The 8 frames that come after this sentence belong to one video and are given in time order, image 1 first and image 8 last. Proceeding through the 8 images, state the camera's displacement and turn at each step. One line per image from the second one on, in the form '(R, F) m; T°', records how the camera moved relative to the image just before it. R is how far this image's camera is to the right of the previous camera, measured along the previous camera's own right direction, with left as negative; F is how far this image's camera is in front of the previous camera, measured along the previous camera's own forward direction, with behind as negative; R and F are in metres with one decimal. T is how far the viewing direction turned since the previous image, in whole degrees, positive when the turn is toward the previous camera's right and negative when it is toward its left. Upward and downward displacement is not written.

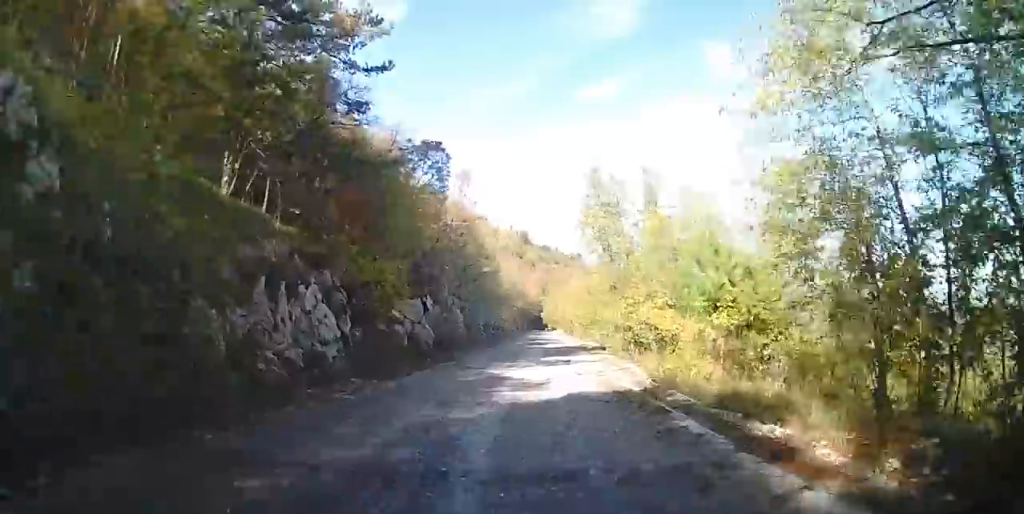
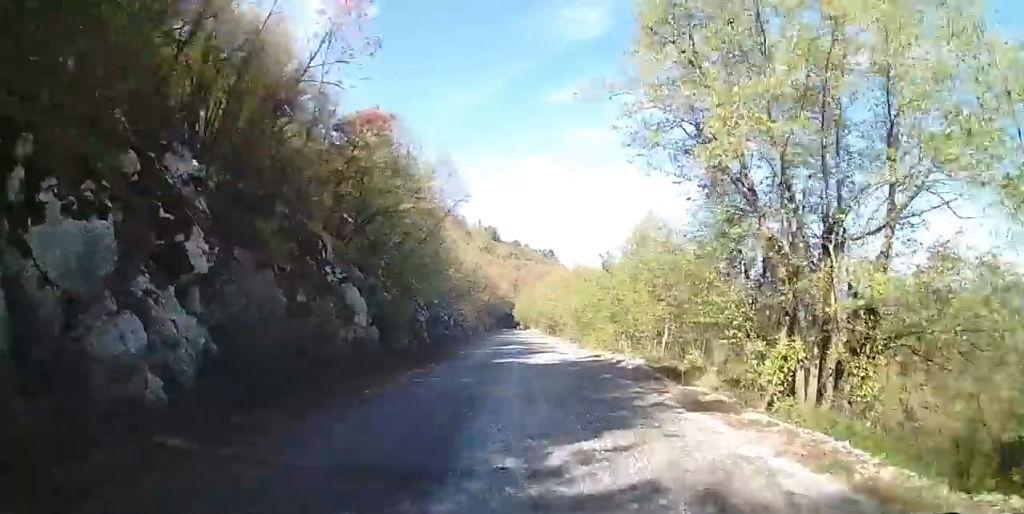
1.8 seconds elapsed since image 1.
(+1.1, +16.5) m; +5°
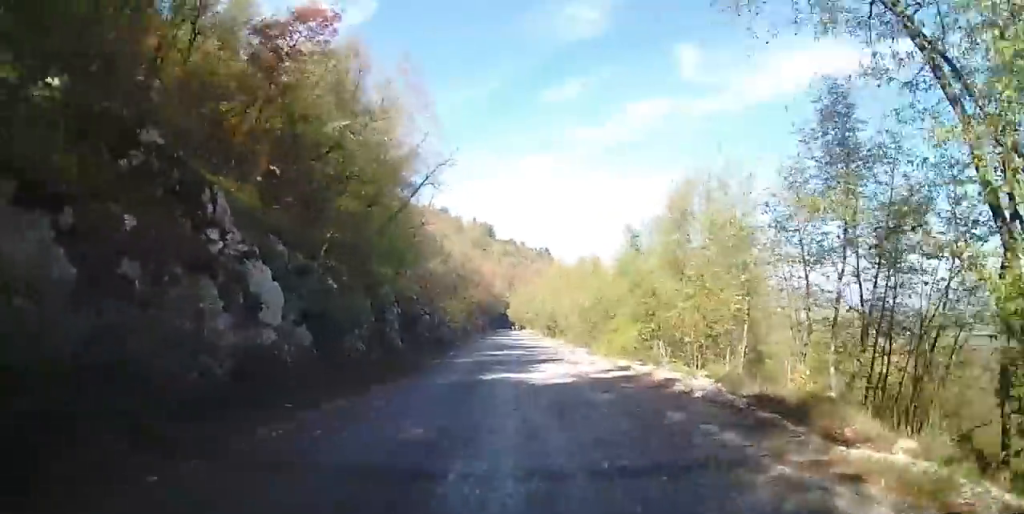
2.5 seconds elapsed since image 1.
(-0.4, +5.9) m; +1°
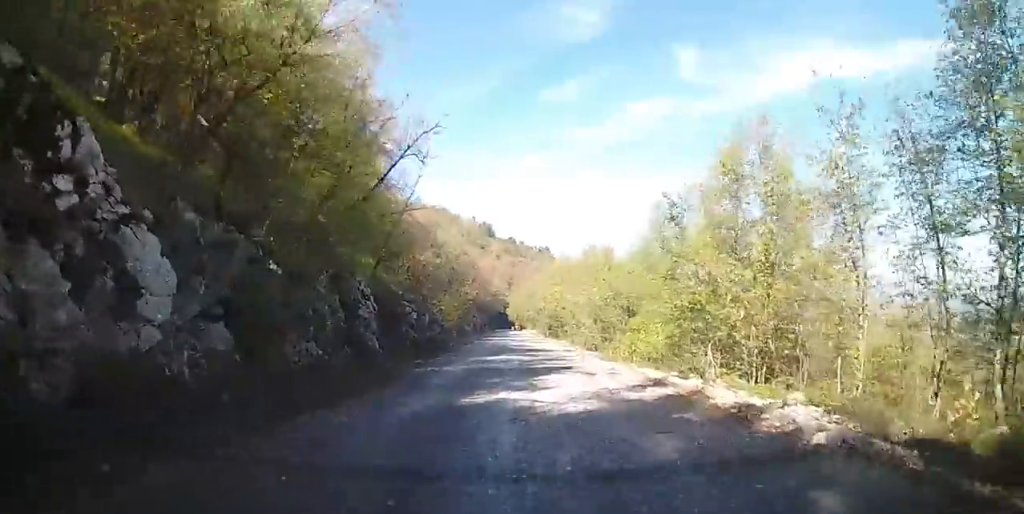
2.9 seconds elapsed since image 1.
(+0.3, +3.9) m; +1°
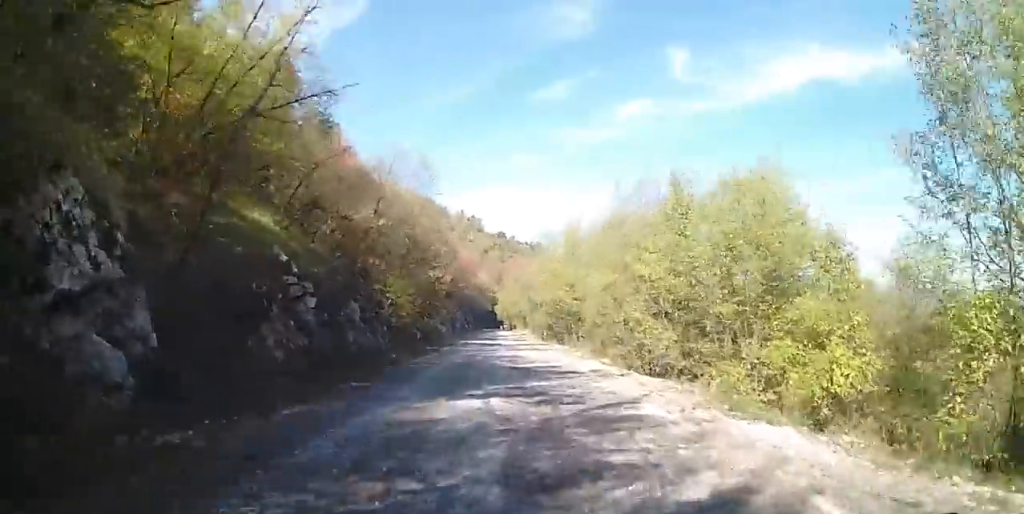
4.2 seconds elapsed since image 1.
(+0.3, +13.2) m; 0°
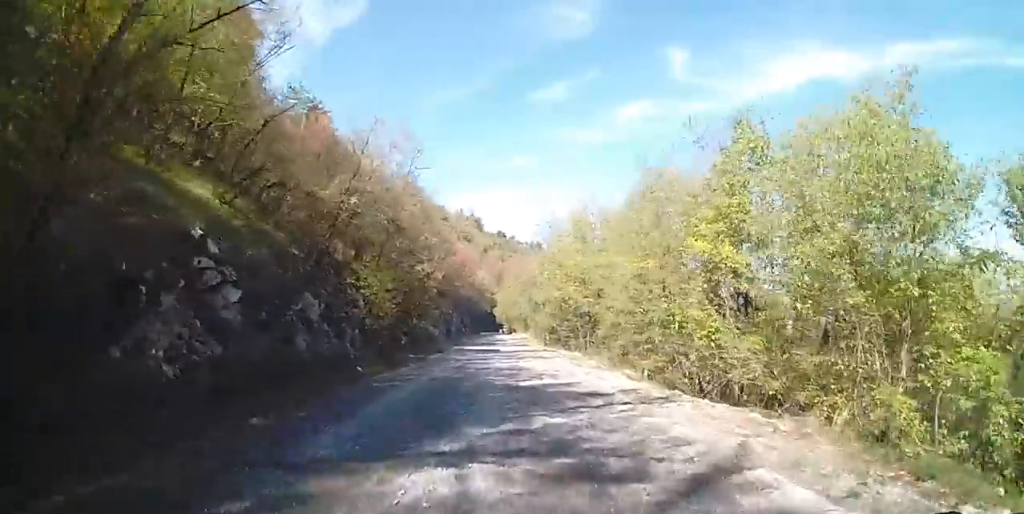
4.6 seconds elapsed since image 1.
(-0.1, +4.4) m; 0°
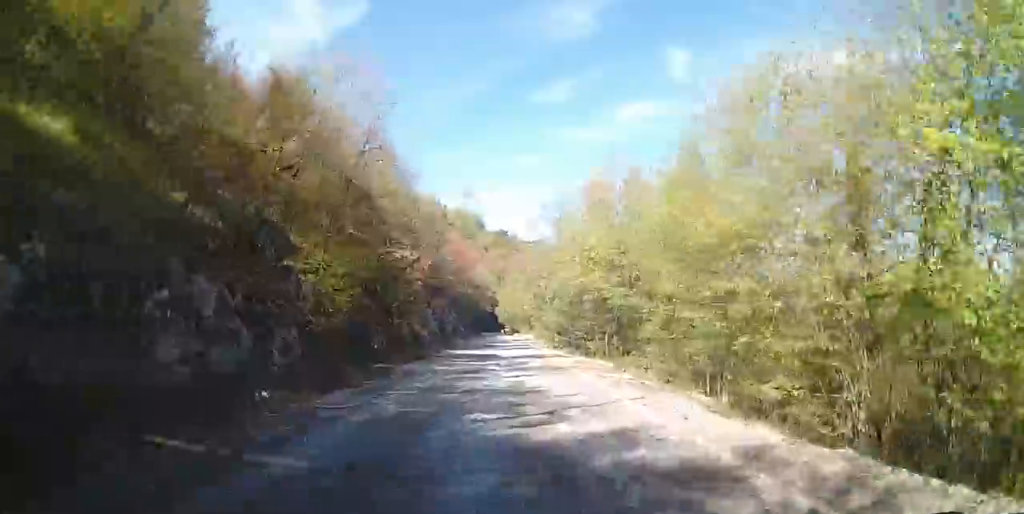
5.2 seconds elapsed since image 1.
(0.0, +6.1) m; 0°
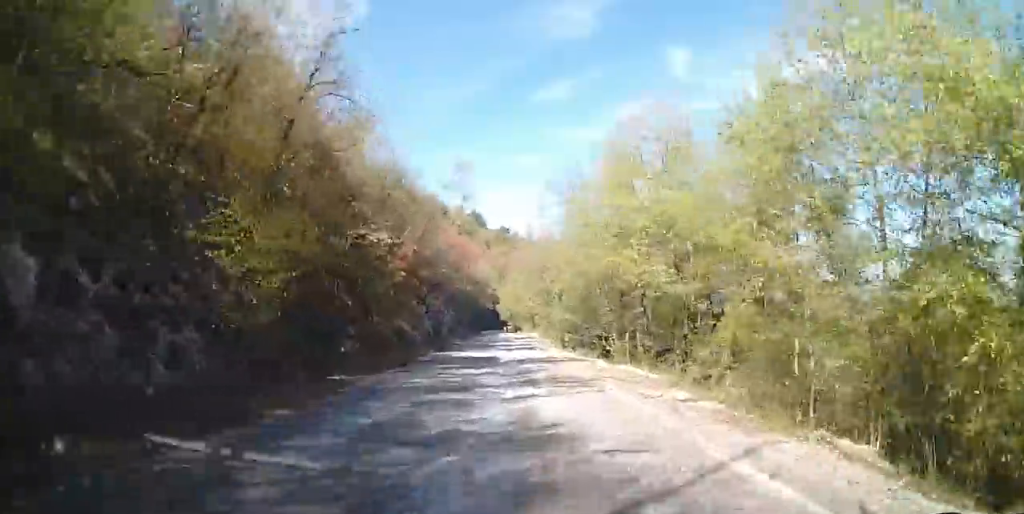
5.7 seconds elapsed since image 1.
(0.0, +4.7) m; 0°
